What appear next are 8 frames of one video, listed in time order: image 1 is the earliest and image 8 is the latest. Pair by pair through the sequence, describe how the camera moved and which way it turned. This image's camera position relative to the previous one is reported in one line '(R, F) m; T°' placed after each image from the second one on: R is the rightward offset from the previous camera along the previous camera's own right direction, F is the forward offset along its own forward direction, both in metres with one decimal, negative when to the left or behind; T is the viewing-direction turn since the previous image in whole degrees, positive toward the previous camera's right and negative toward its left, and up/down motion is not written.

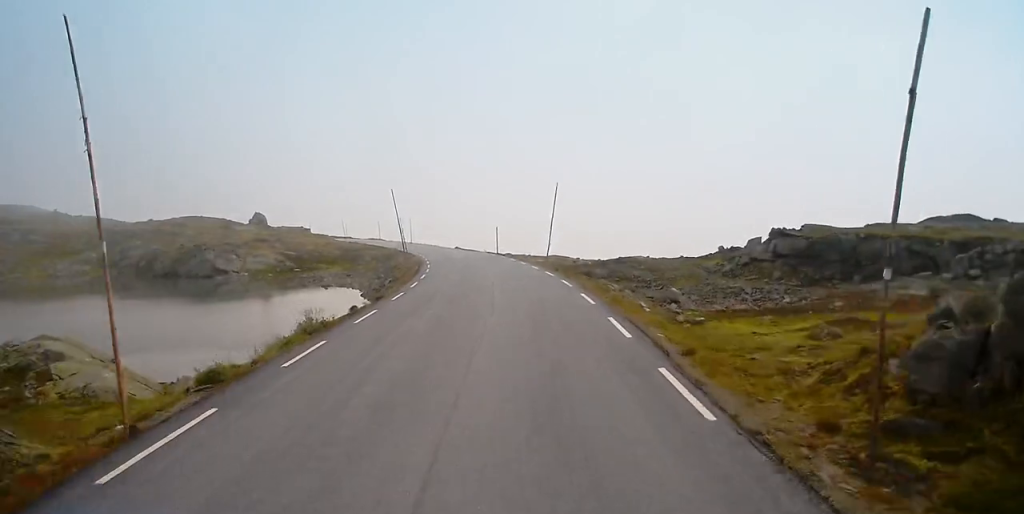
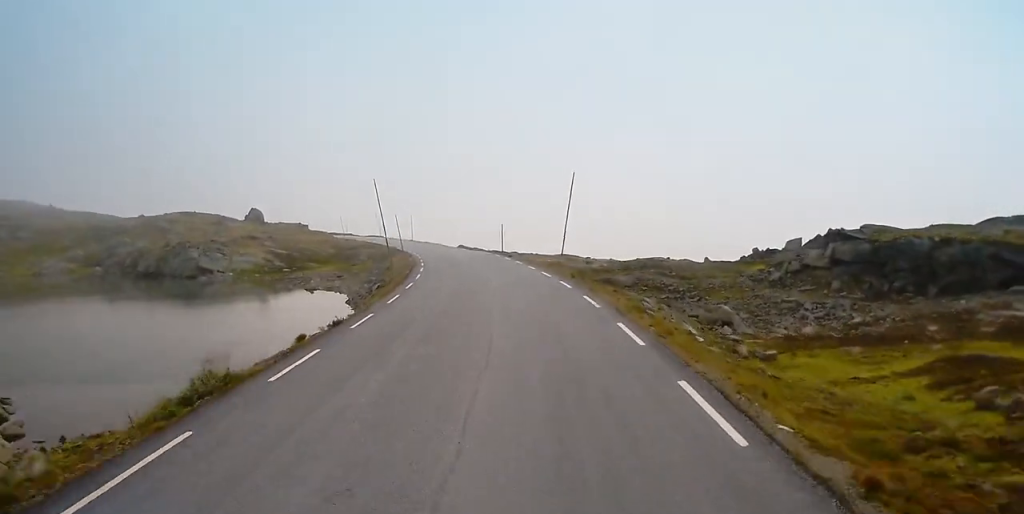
(0.0, +7.0) m; 0°
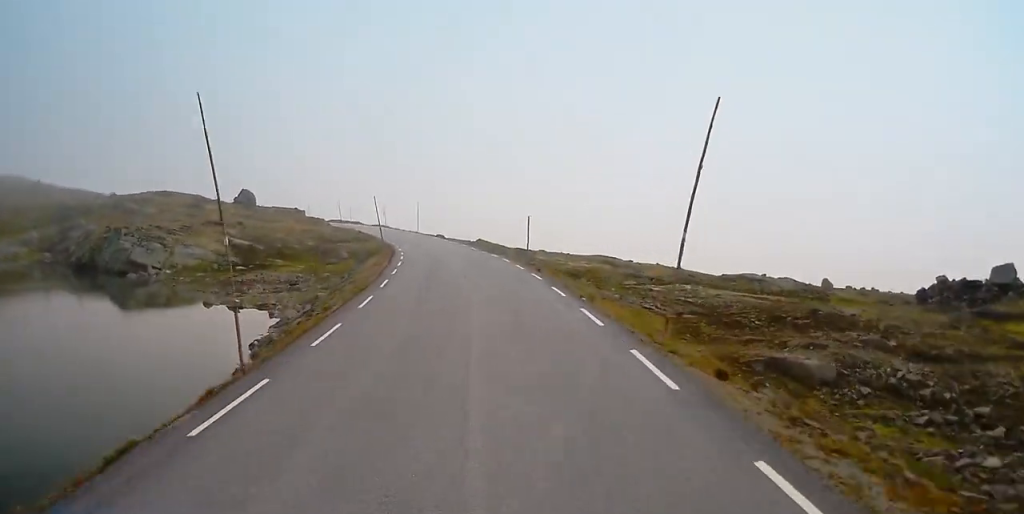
(-0.4, +21.5) m; -4°
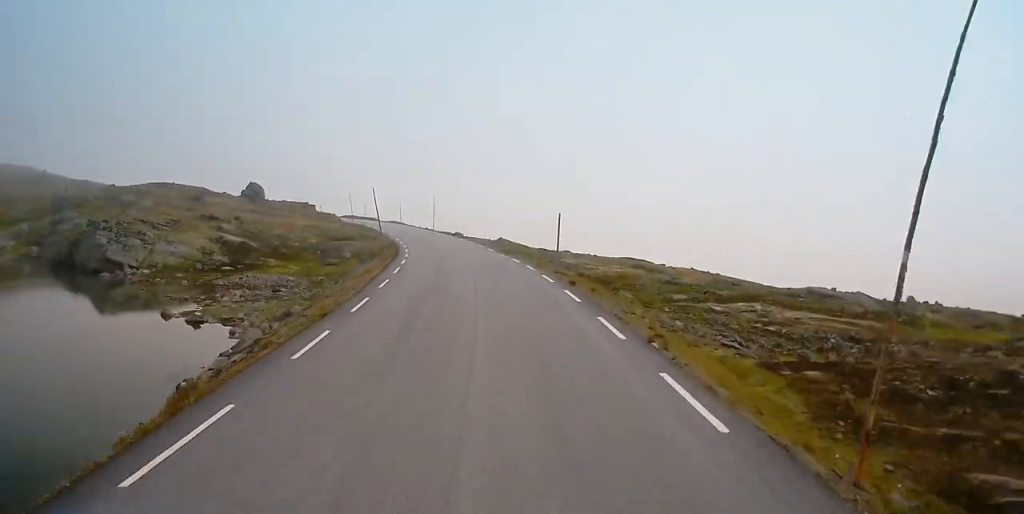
(-0.3, +8.0) m; -2°
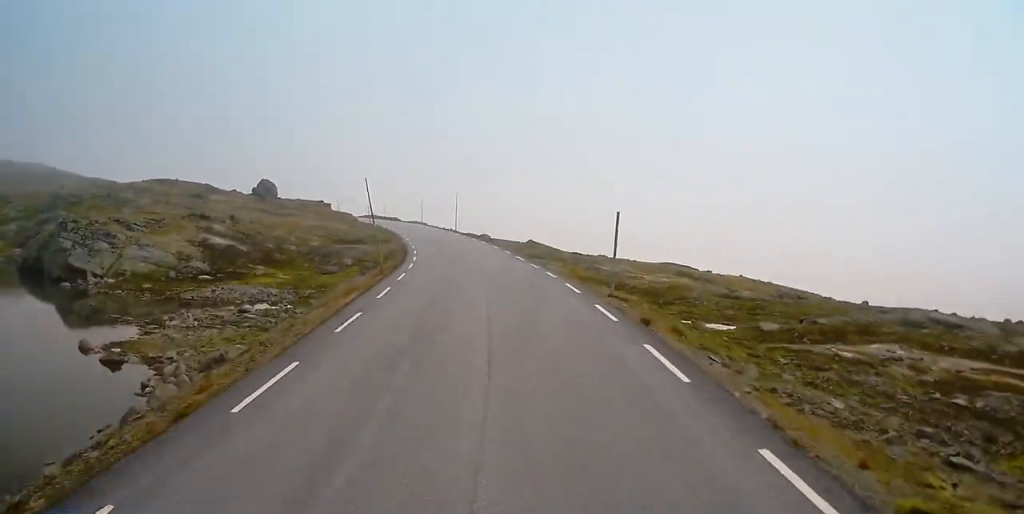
(0.0, +9.7) m; 0°
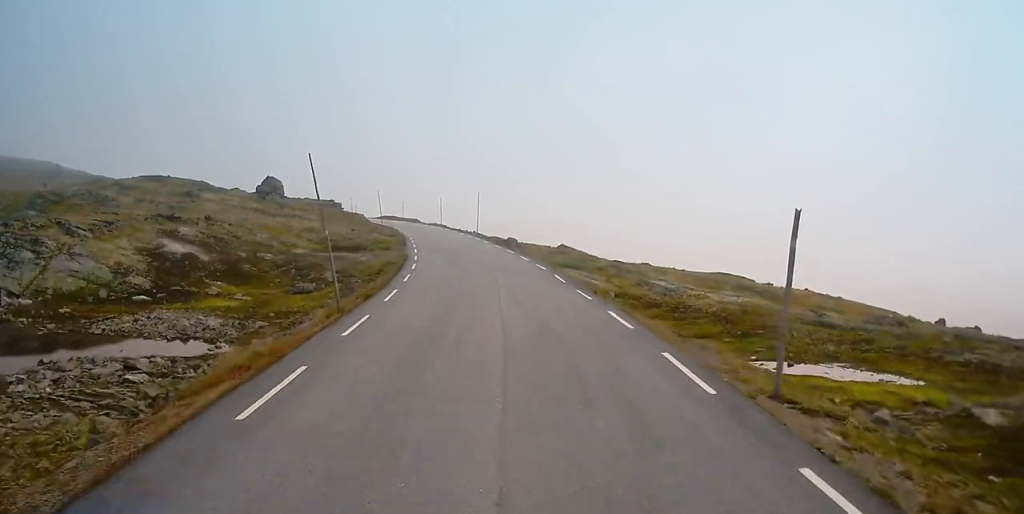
(0.0, +12.5) m; -2°
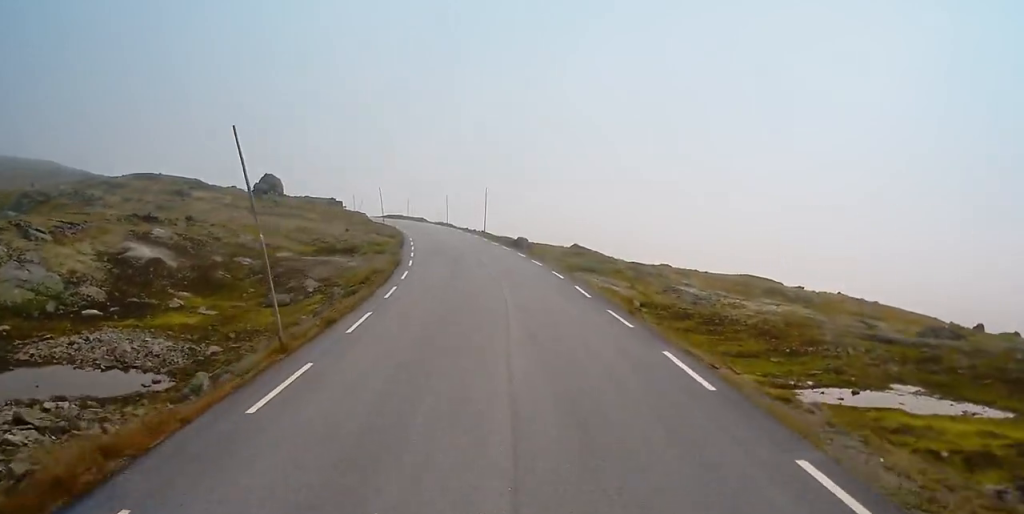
(-0.2, +5.8) m; -1°
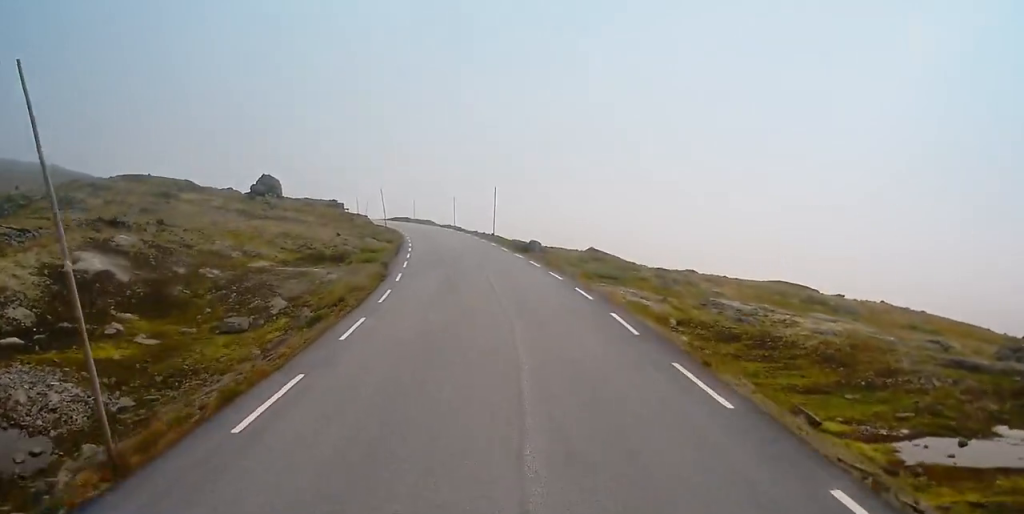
(-0.2, +6.7) m; -1°
